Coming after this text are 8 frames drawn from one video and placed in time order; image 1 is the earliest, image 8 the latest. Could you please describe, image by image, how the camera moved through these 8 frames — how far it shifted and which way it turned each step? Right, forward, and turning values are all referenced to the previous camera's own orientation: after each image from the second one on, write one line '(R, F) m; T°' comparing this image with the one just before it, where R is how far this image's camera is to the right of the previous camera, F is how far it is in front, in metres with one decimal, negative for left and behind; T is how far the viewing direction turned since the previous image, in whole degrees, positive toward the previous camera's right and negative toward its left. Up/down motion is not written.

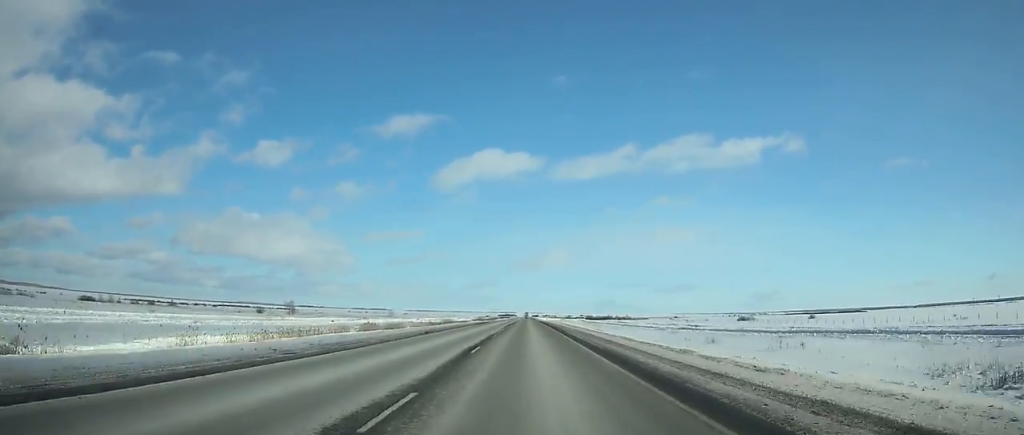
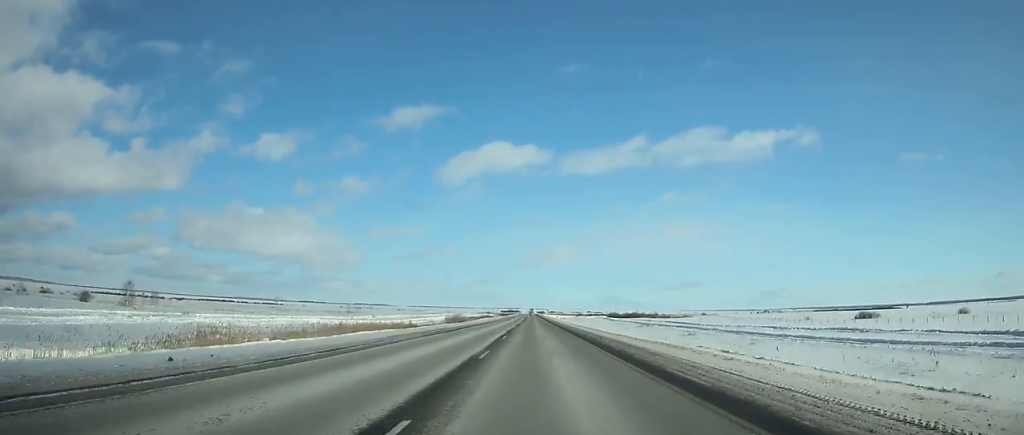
(-0.1, +98.0) m; 0°
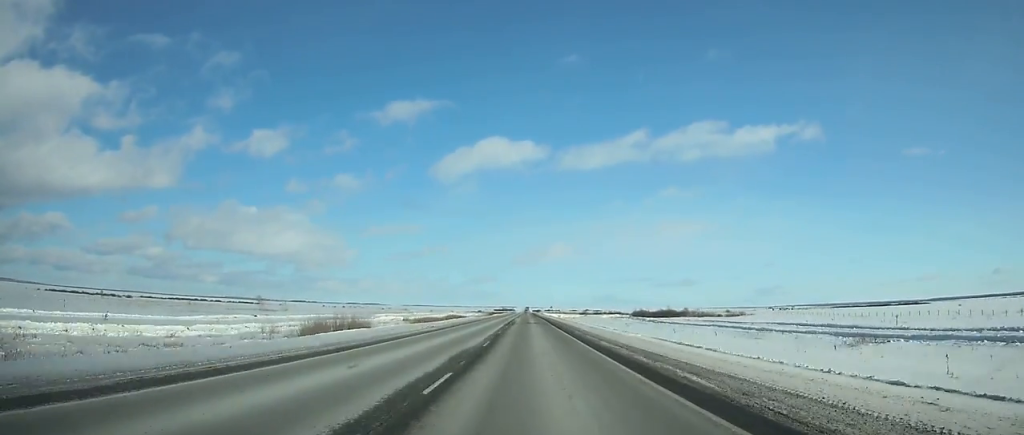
(+0.1, +92.0) m; 0°
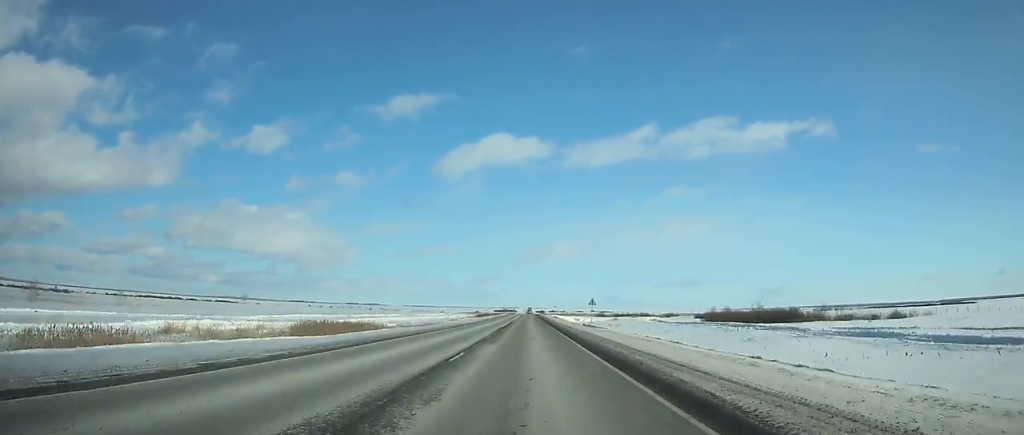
(-0.1, +102.0) m; 0°
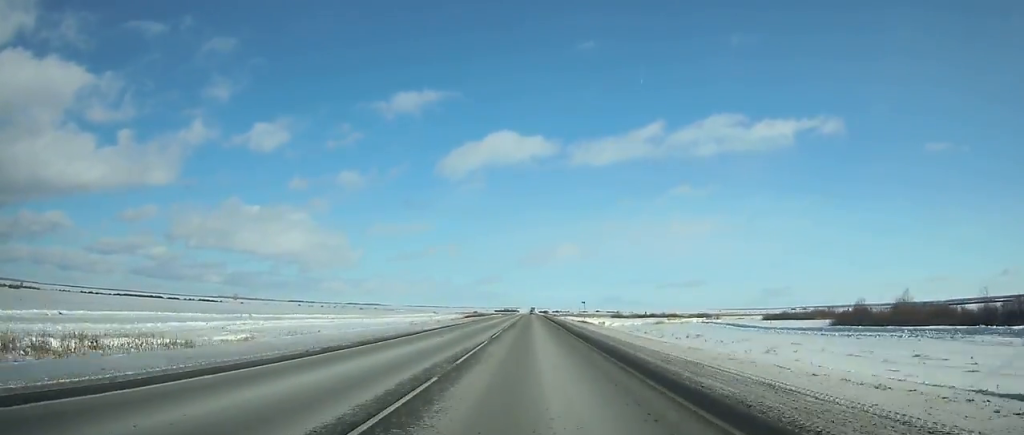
(0.0, +65.8) m; 0°
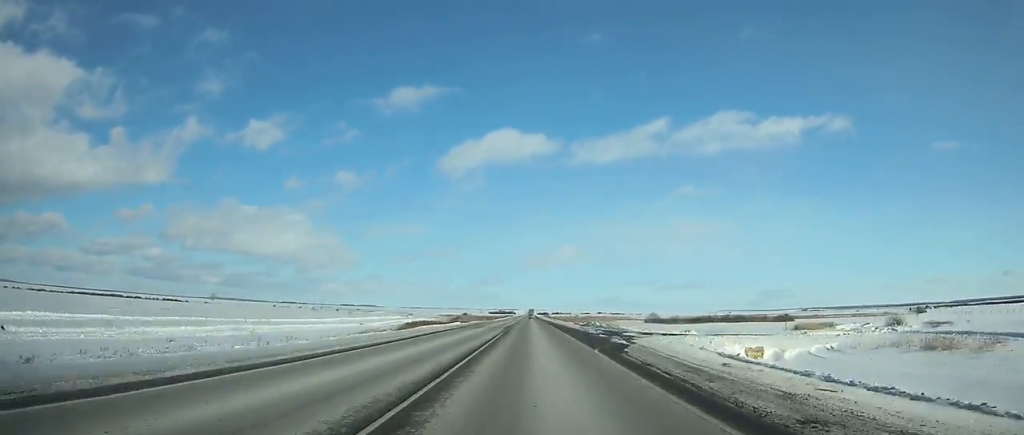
(0.0, +104.9) m; 0°
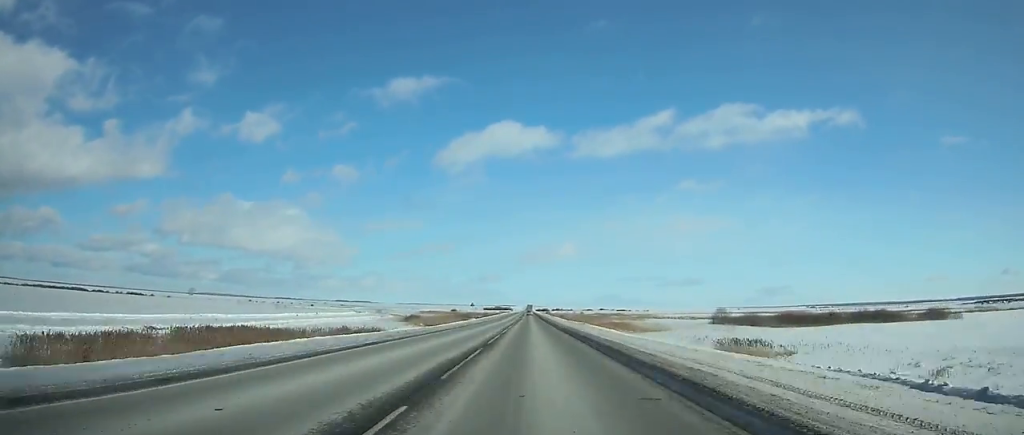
(+0.1, +88.5) m; 0°
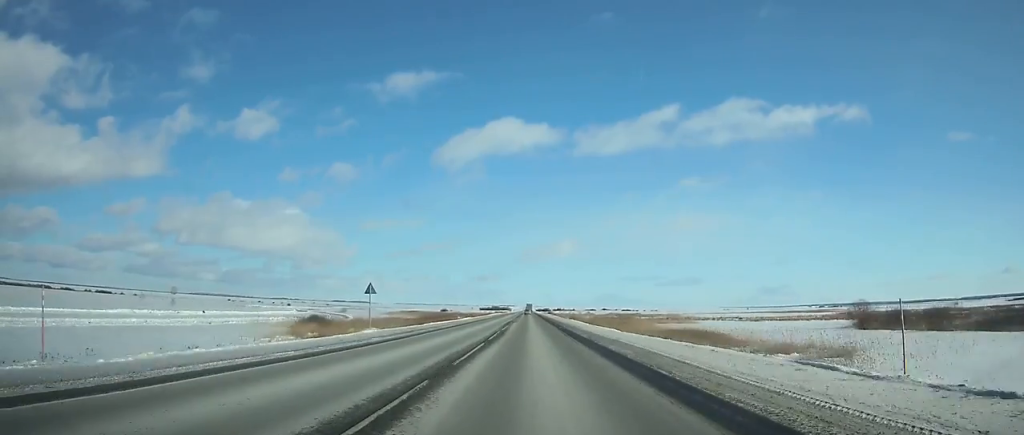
(+0.2, +68.8) m; 0°
